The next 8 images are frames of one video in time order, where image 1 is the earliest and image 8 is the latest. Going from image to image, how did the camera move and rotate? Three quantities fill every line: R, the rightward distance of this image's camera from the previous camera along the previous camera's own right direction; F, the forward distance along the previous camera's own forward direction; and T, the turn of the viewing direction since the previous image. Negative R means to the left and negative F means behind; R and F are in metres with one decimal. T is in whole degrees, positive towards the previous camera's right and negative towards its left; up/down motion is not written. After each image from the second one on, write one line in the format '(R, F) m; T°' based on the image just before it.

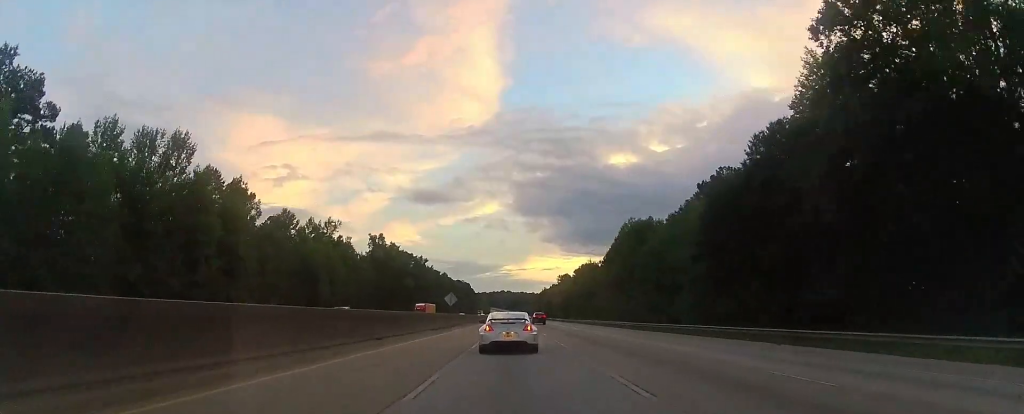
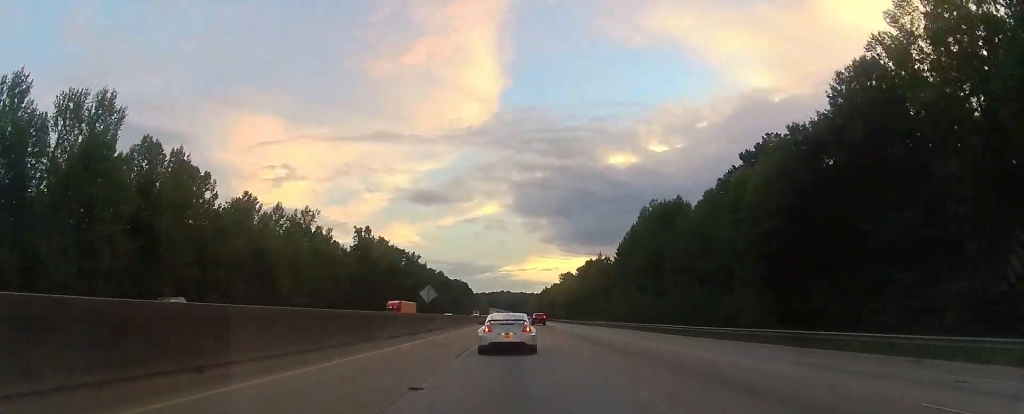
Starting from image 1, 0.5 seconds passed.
(-0.1, +17.0) m; 0°
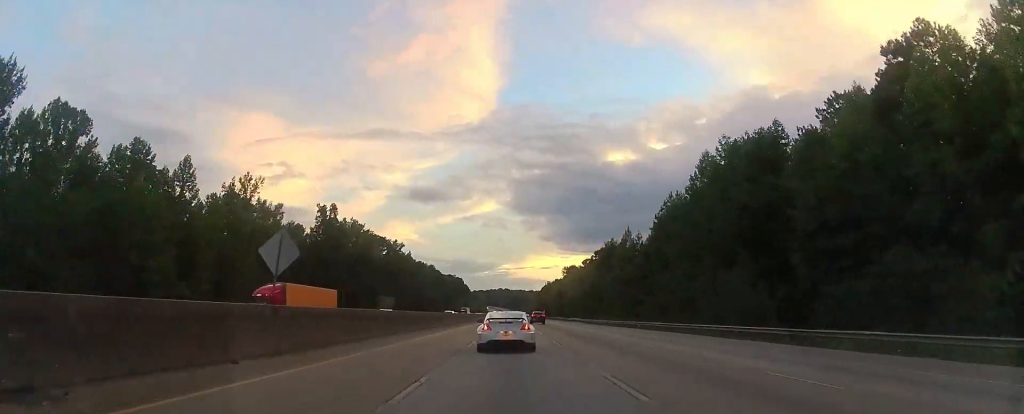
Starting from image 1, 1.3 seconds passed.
(0.0, +31.7) m; 0°
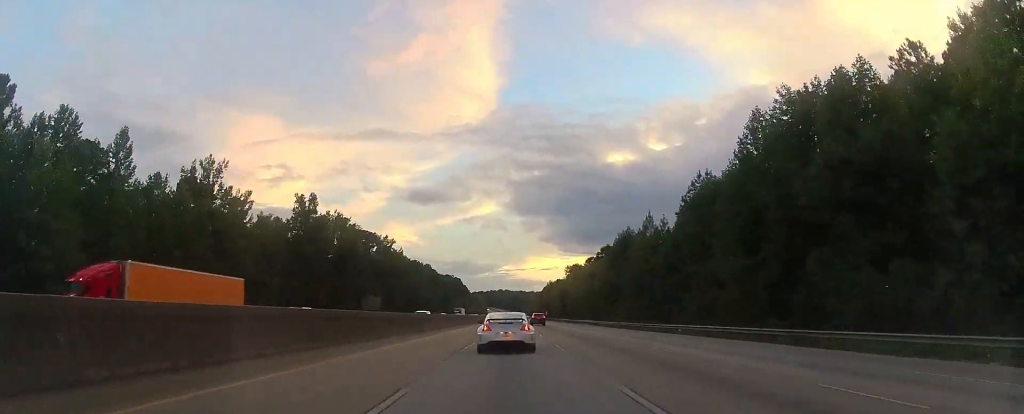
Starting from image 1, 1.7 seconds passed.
(+0.1, +14.7) m; 0°
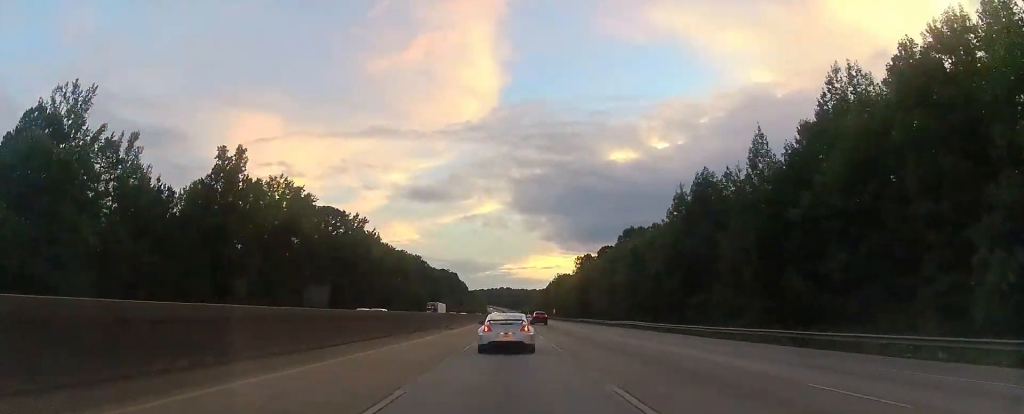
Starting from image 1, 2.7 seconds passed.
(0.0, +36.8) m; 0°
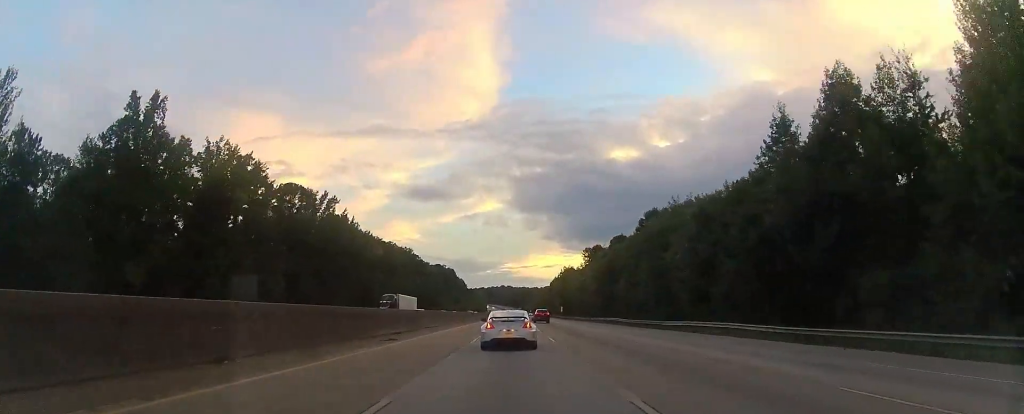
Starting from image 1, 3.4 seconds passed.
(-0.1, +25.8) m; -1°
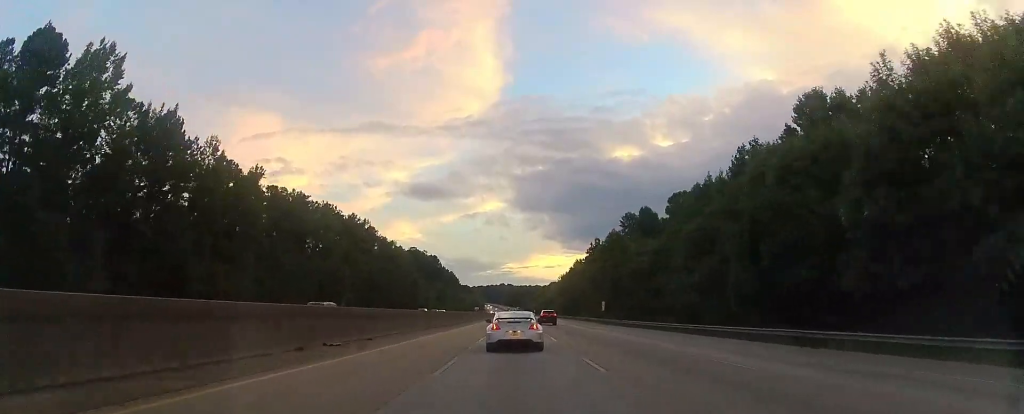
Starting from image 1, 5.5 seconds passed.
(+0.4, +77.9) m; 0°
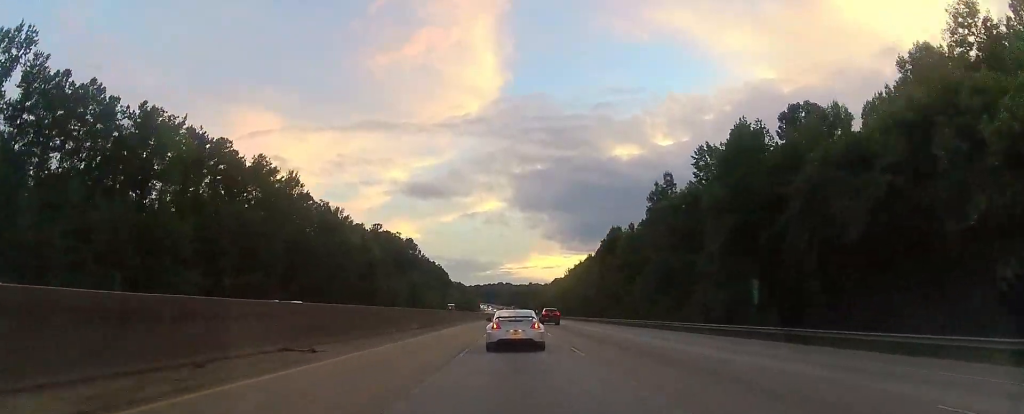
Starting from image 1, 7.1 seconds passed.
(+0.3, +59.4) m; +1°
